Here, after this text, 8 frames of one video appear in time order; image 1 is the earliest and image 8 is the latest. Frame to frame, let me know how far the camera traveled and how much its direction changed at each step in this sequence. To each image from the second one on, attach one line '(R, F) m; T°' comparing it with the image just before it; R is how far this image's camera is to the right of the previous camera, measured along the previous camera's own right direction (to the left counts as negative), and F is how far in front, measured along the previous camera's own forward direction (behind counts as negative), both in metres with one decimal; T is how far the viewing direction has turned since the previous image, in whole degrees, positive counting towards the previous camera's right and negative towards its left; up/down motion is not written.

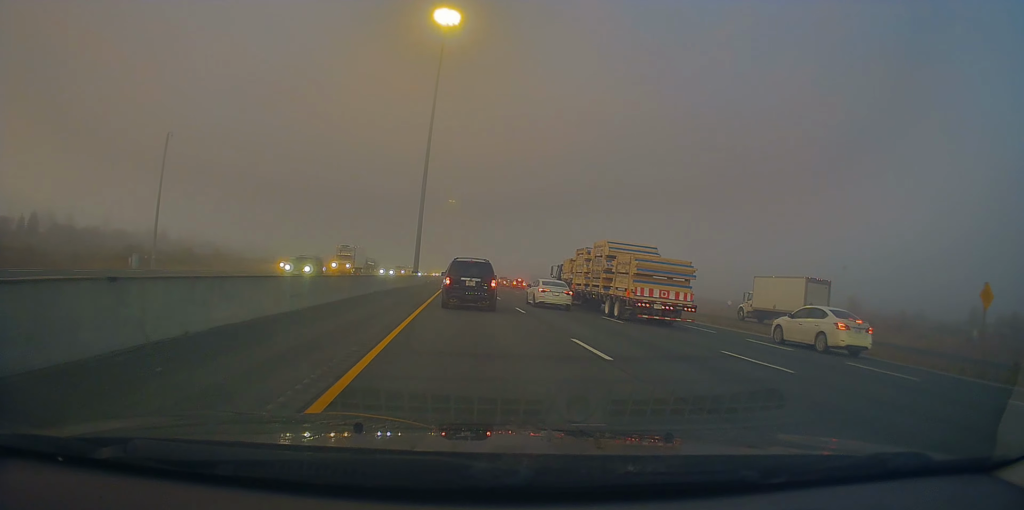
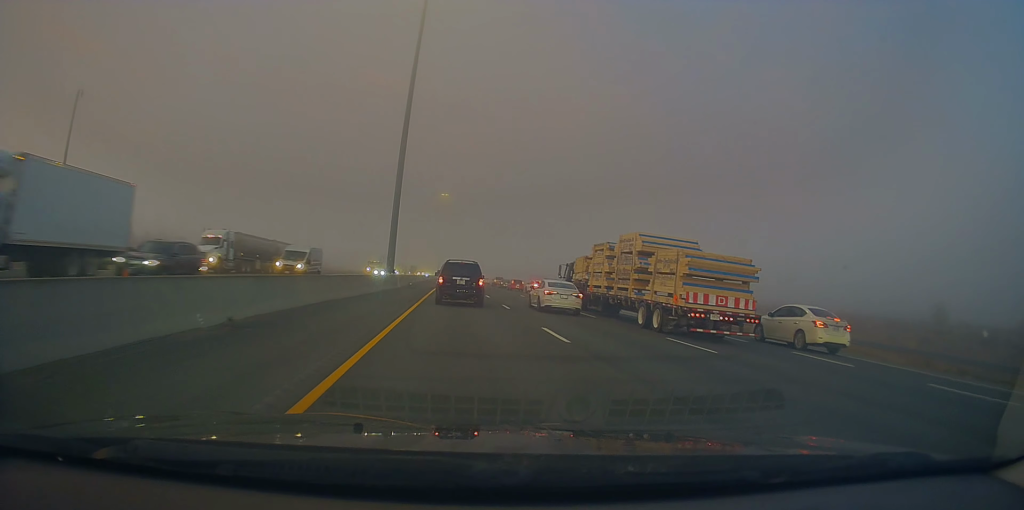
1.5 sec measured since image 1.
(+0.1, +21.3) m; -2°
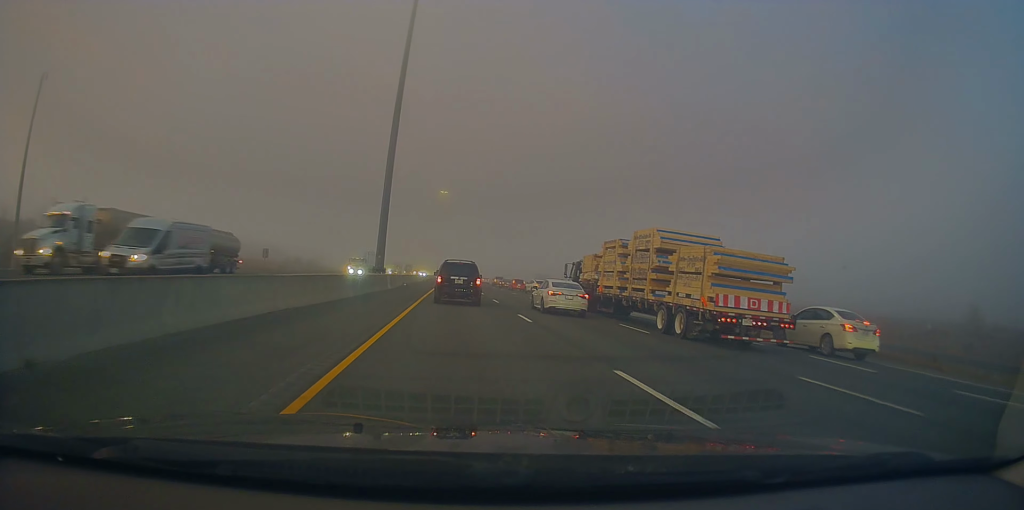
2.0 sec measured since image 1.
(-0.1, +6.6) m; -1°
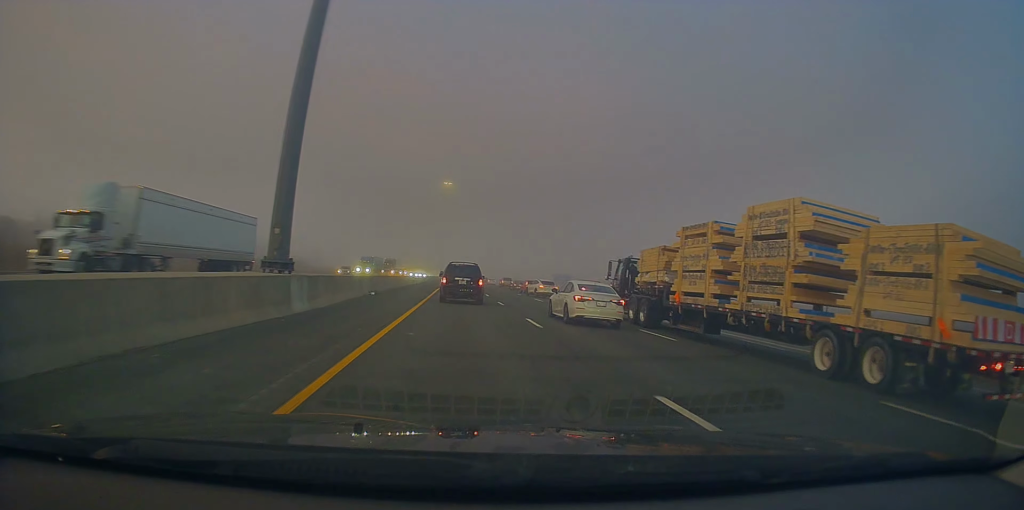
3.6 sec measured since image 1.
(-0.2, +24.8) m; +4°
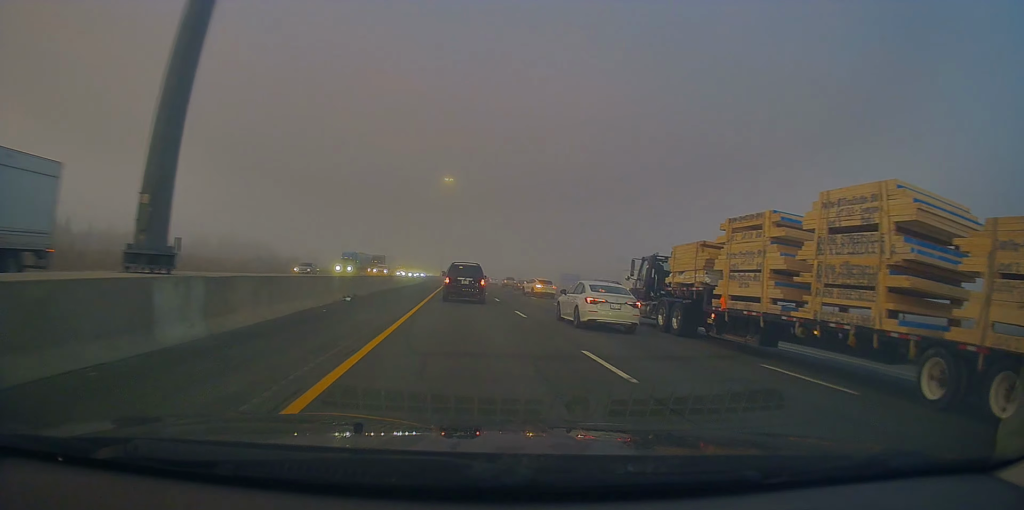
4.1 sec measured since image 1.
(+0.4, +8.2) m; 0°
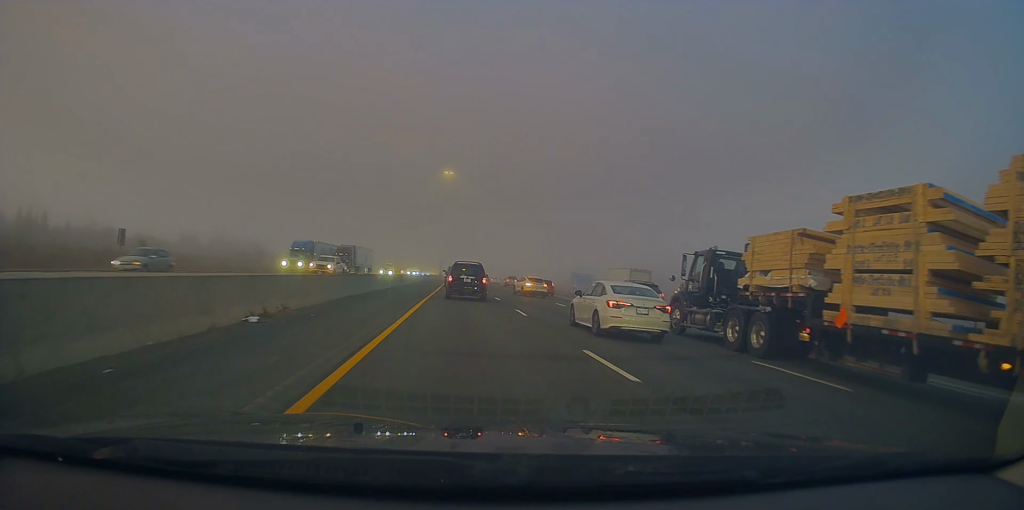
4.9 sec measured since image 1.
(+0.3, +11.3) m; 0°
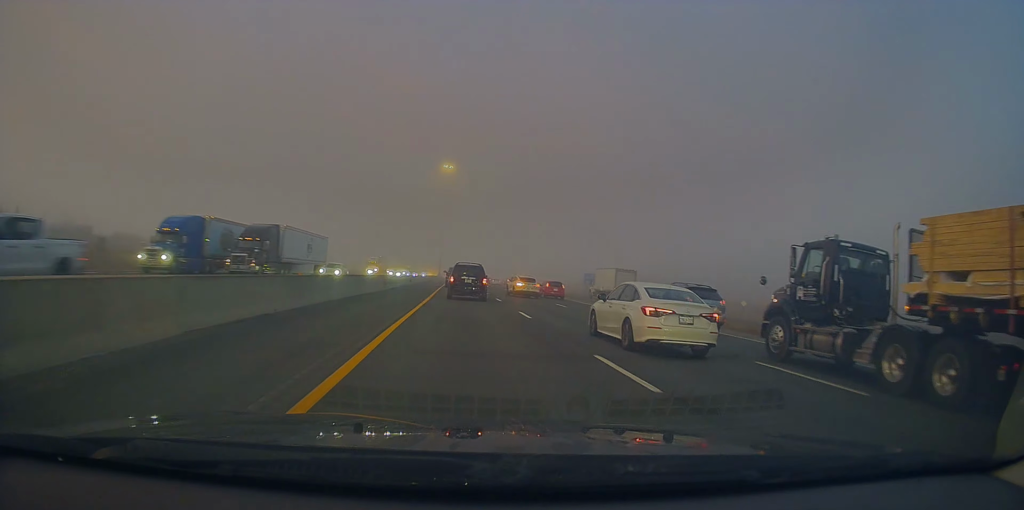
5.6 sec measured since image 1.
(-0.5, +12.5) m; -3°
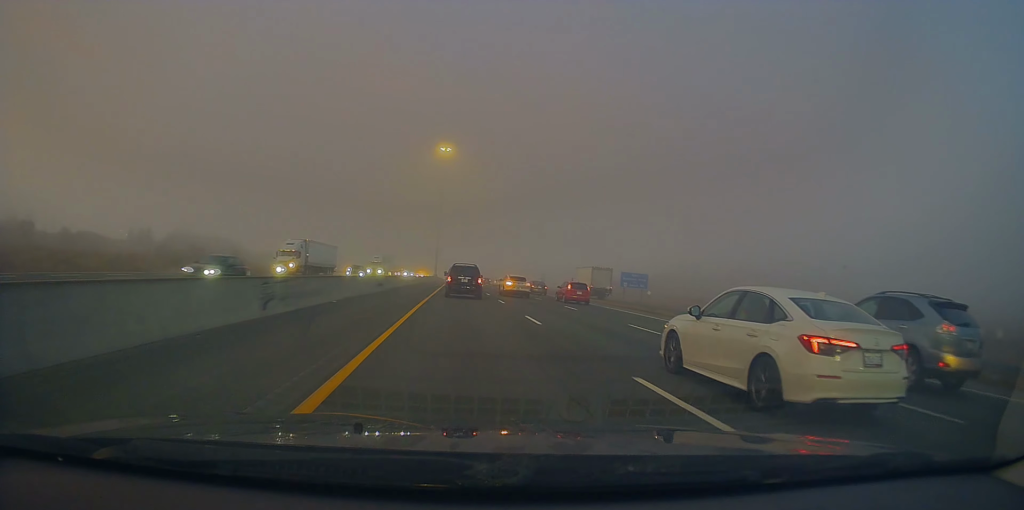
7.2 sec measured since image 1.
(-0.1, +26.0) m; -1°
